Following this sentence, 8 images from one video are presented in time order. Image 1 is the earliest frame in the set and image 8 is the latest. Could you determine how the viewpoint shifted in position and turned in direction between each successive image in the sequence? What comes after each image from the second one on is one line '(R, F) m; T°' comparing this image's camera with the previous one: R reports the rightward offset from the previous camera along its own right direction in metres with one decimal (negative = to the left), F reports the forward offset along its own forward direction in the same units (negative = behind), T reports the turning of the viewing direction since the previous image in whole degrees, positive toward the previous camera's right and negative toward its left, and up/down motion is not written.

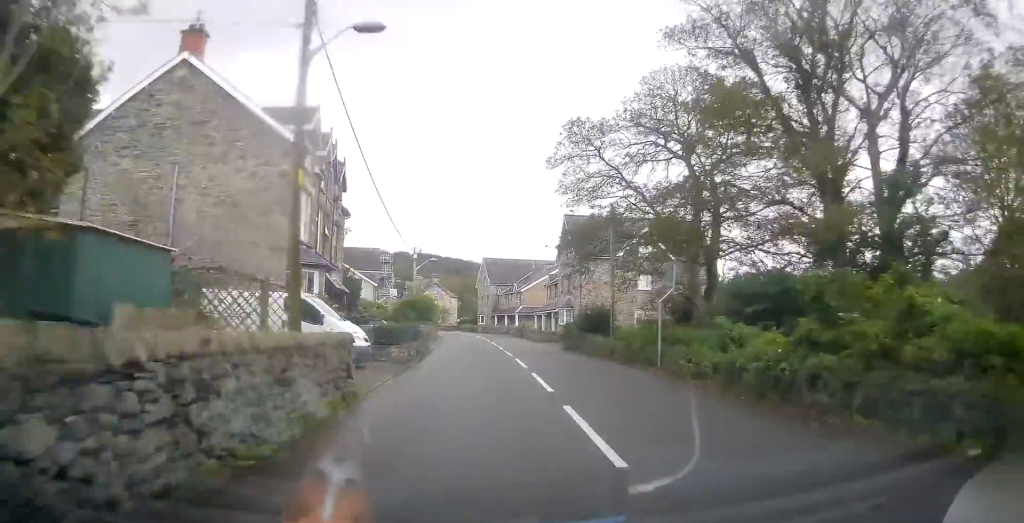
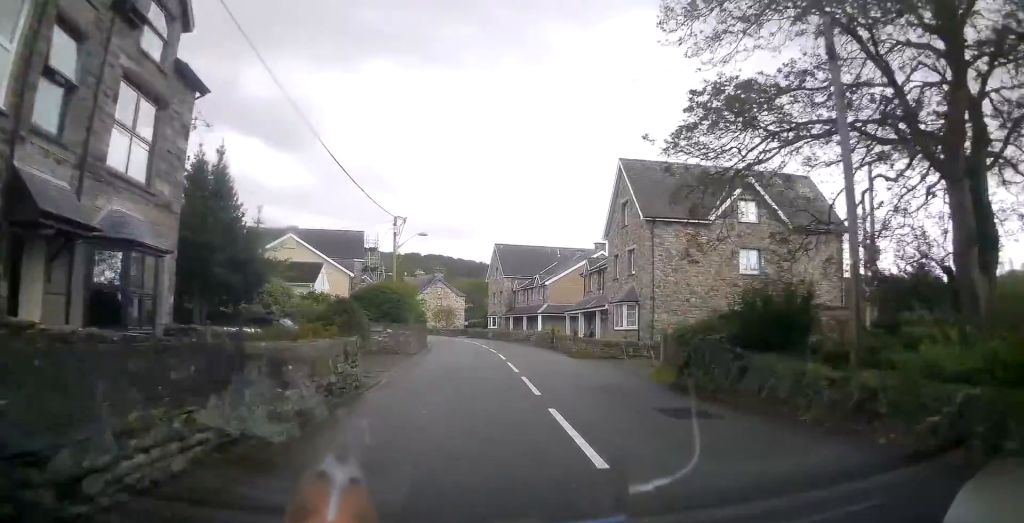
(+0.7, +18.0) m; +2°
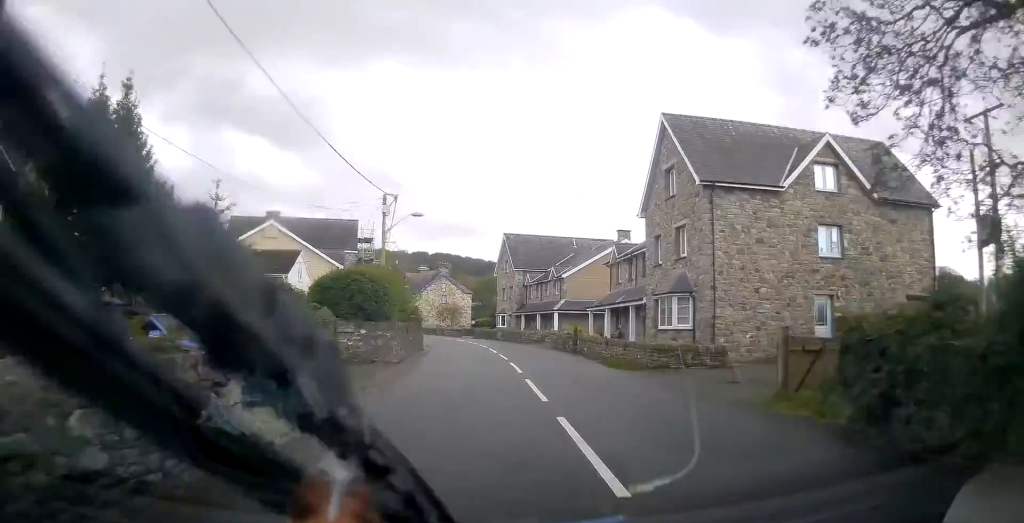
(0.0, +6.9) m; -1°
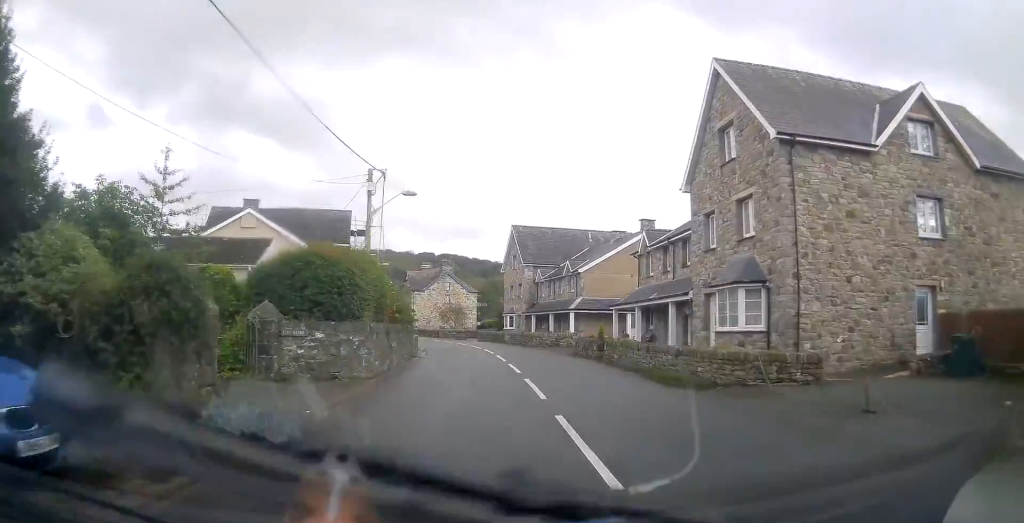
(-0.1, +5.7) m; 0°
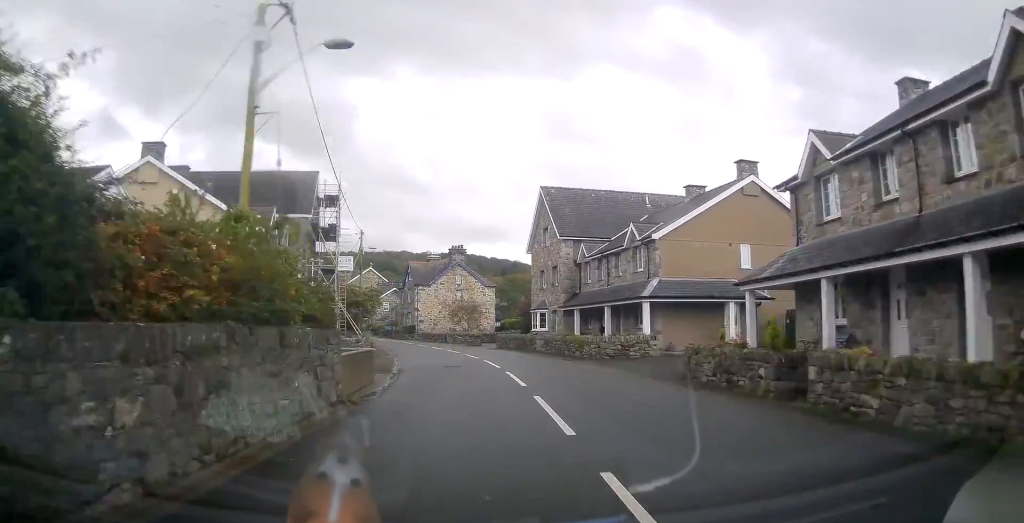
(-0.2, +15.6) m; -2°
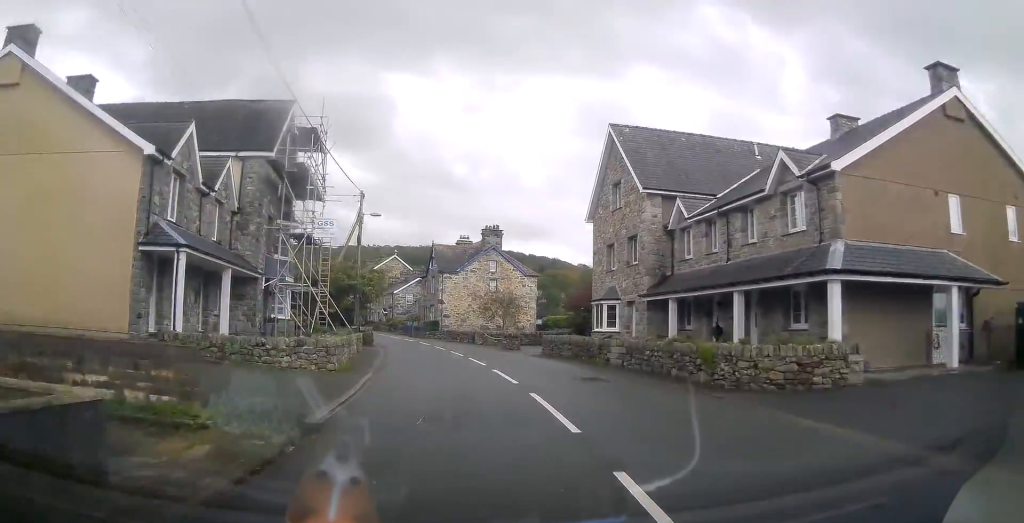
(-0.2, +12.3) m; -2°
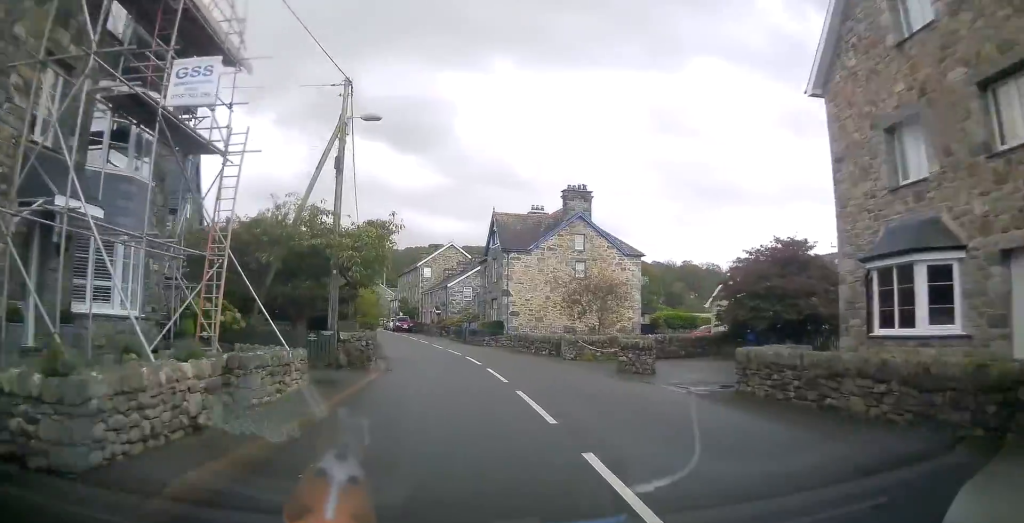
(-0.5, +16.7) m; -5°
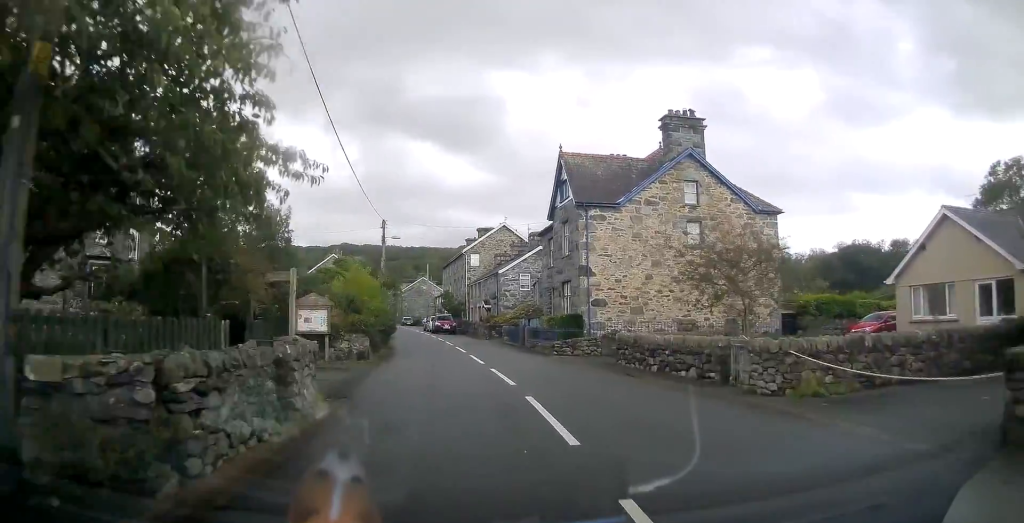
(-0.7, +13.8) m; -5°
